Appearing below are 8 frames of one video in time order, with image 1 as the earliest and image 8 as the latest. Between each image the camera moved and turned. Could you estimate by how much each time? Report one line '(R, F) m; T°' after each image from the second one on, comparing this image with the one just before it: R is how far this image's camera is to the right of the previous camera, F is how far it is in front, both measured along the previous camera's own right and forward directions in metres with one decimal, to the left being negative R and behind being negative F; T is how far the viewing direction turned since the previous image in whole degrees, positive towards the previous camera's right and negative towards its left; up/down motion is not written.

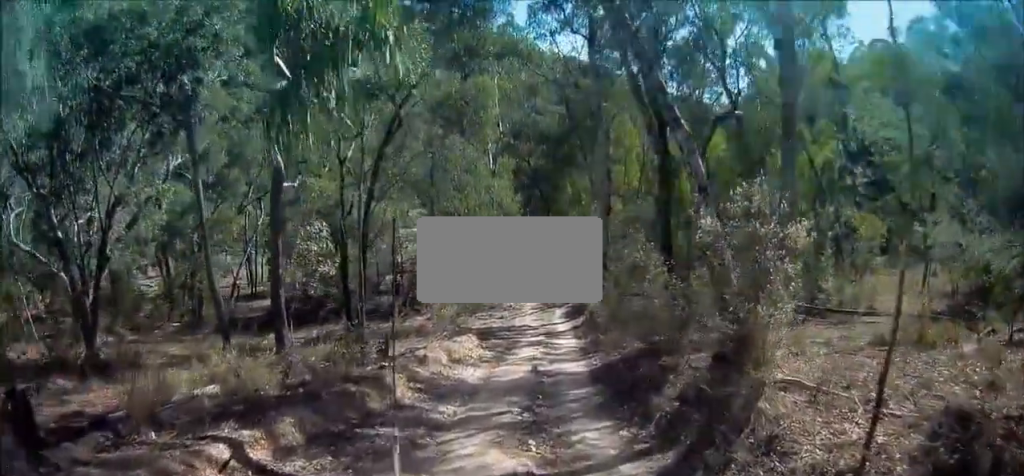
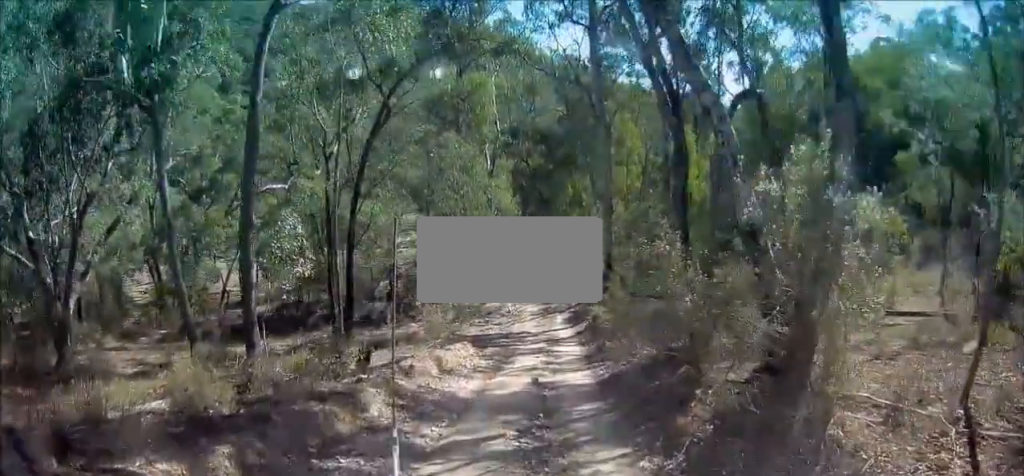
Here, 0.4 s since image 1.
(+0.1, +1.4) m; -2°
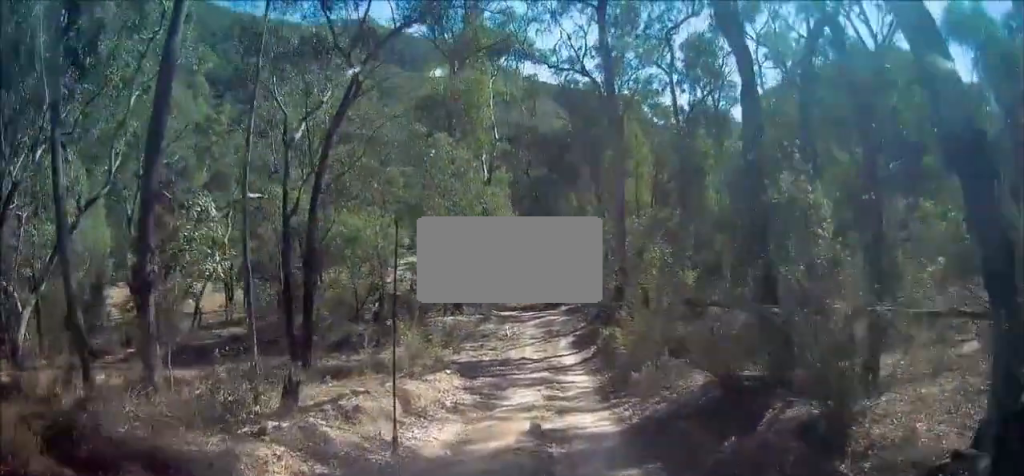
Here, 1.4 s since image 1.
(-0.3, +3.3) m; -8°
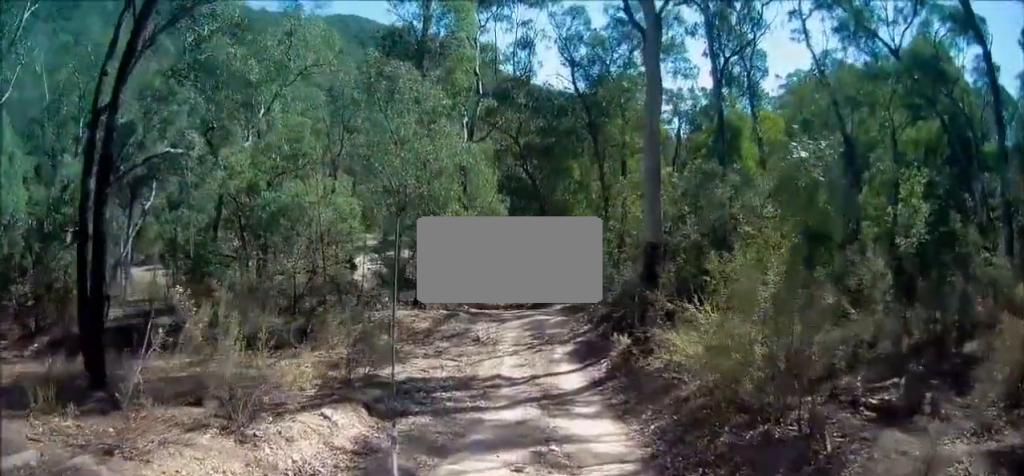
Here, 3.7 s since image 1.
(+0.3, +7.3) m; +2°
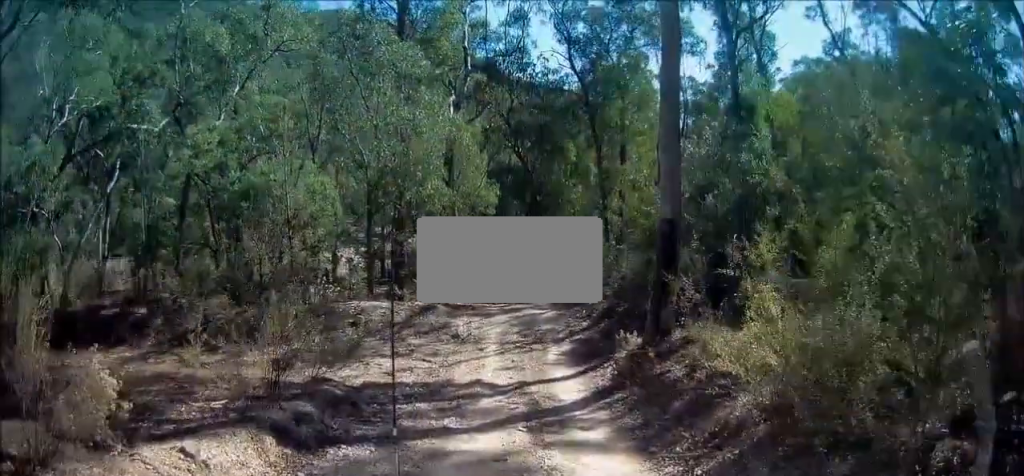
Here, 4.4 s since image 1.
(-0.2, +2.7) m; -2°
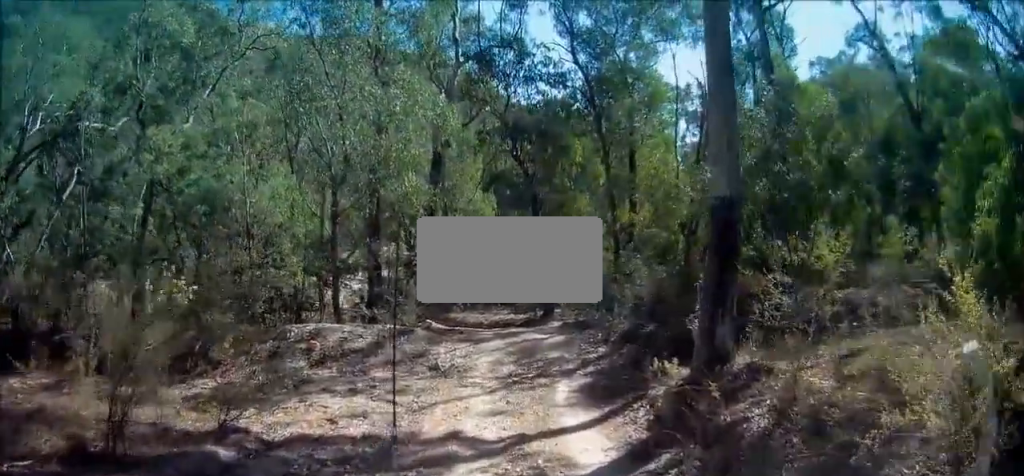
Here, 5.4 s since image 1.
(+0.2, +3.7) m; +3°
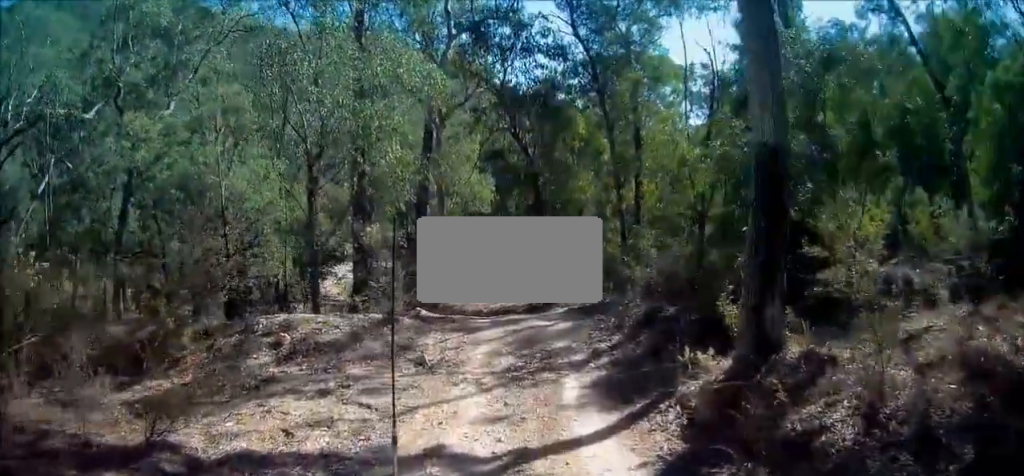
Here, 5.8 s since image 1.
(0.0, +1.7) m; +3°
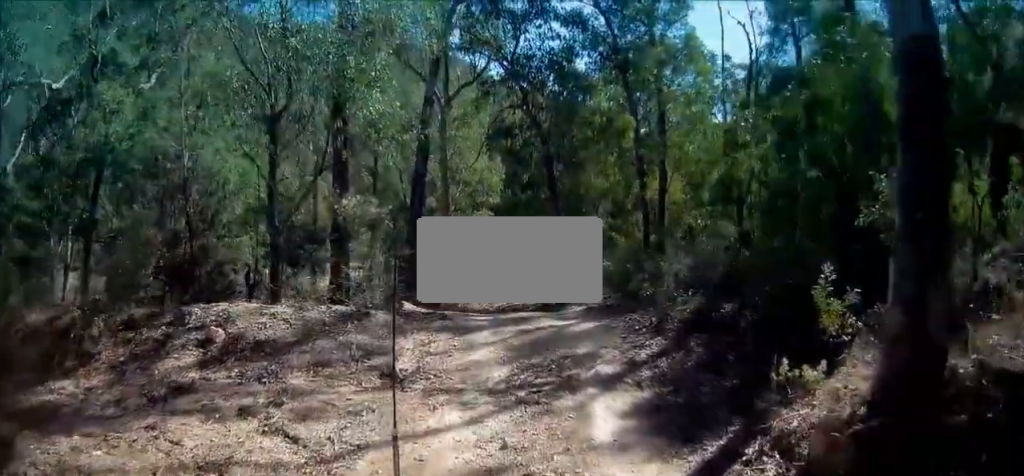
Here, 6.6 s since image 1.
(0.0, +2.9) m; +4°
